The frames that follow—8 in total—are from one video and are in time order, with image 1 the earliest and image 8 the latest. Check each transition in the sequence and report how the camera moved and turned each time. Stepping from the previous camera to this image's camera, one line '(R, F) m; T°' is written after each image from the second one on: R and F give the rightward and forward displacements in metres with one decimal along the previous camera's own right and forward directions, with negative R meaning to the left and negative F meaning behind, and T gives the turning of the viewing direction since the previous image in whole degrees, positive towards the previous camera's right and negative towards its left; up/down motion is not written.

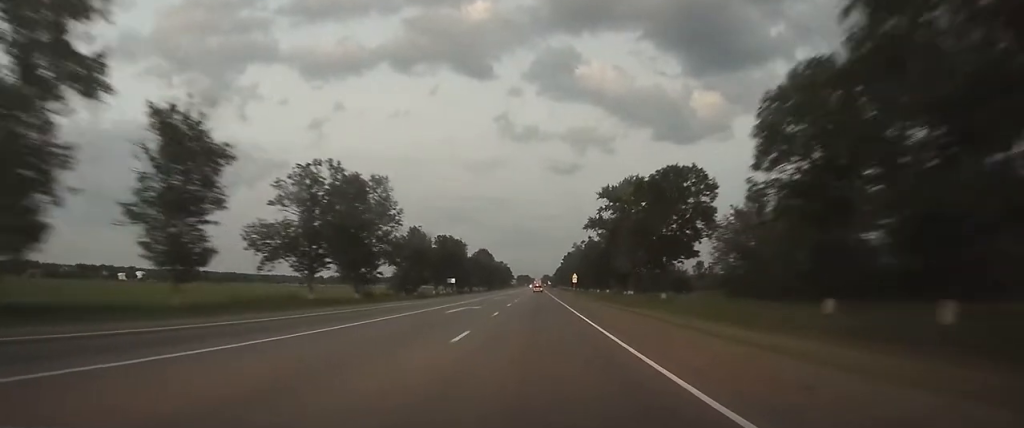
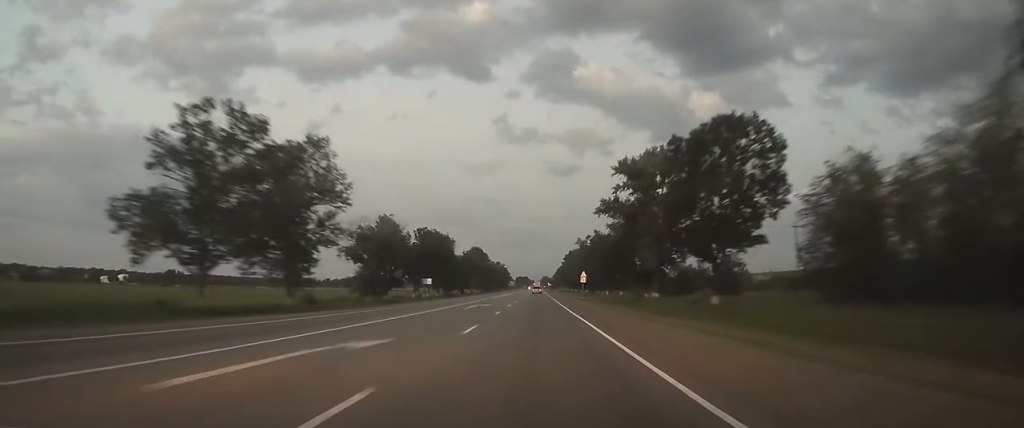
(+0.1, +21.2) m; 0°
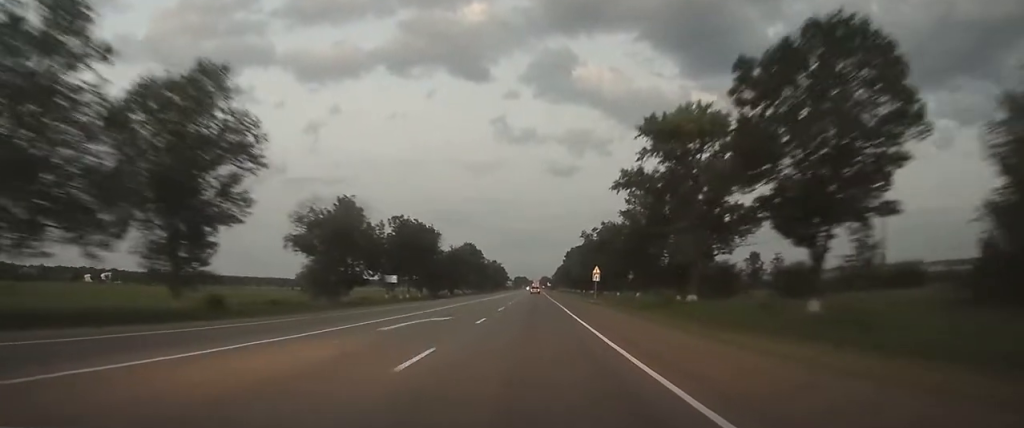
(0.0, +18.9) m; 0°
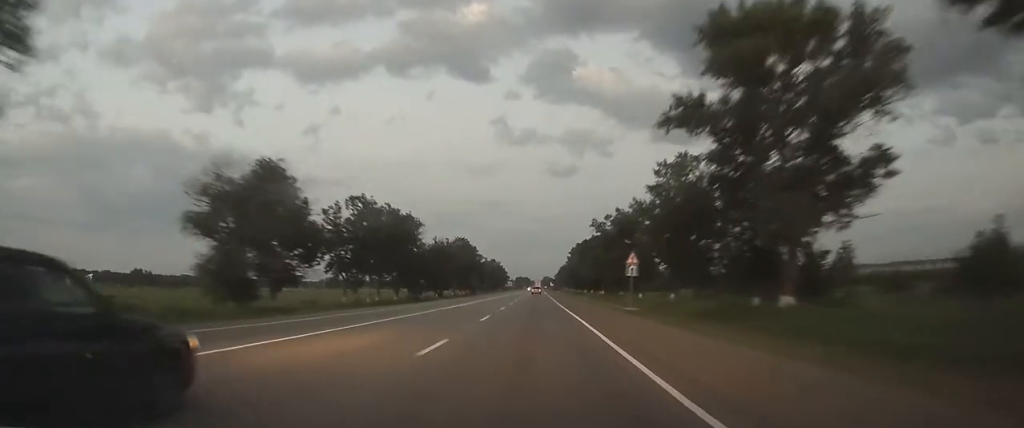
(0.0, +21.9) m; 0°
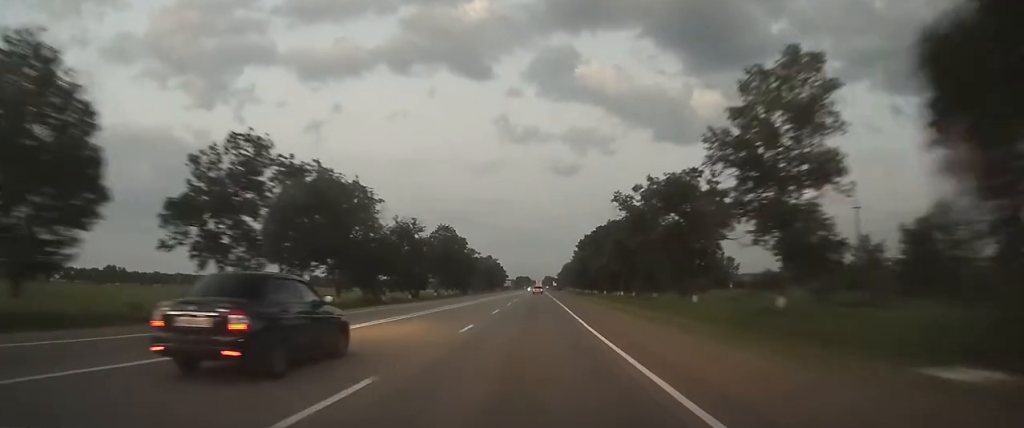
(-0.1, +30.1) m; 0°
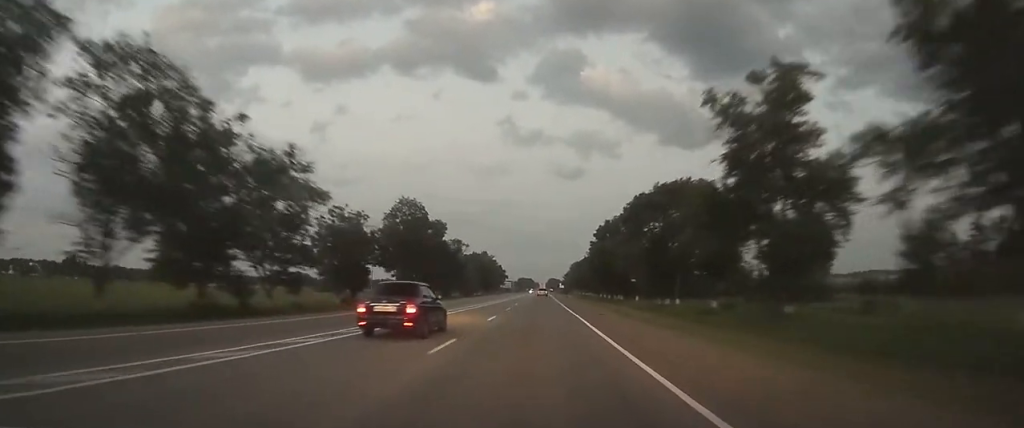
(-0.1, +41.3) m; 0°
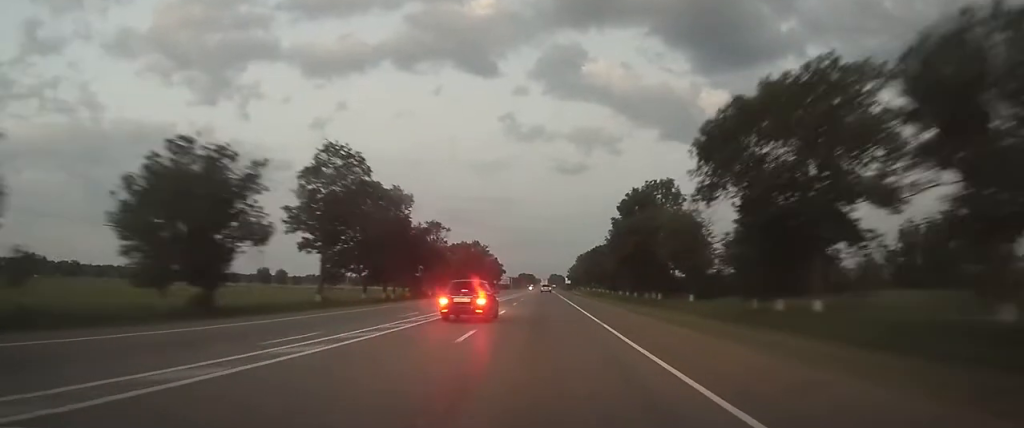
(+0.1, +34.0) m; 0°
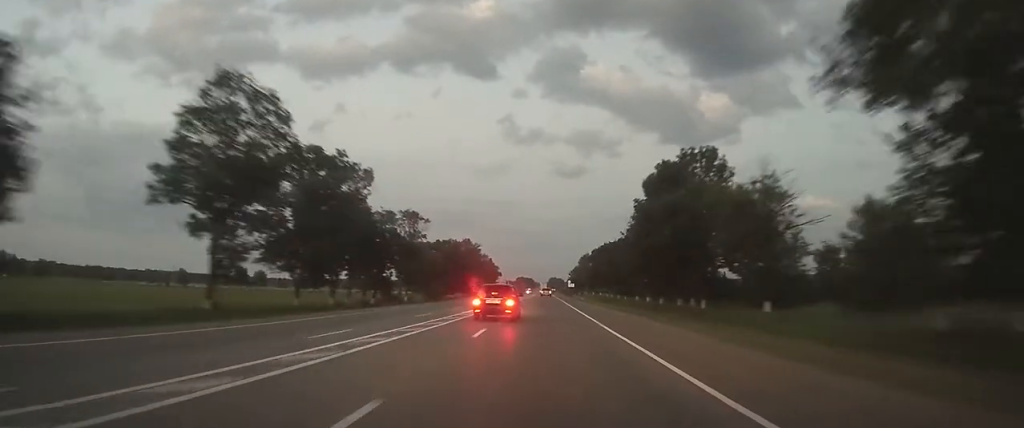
(0.0, +21.6) m; 0°
